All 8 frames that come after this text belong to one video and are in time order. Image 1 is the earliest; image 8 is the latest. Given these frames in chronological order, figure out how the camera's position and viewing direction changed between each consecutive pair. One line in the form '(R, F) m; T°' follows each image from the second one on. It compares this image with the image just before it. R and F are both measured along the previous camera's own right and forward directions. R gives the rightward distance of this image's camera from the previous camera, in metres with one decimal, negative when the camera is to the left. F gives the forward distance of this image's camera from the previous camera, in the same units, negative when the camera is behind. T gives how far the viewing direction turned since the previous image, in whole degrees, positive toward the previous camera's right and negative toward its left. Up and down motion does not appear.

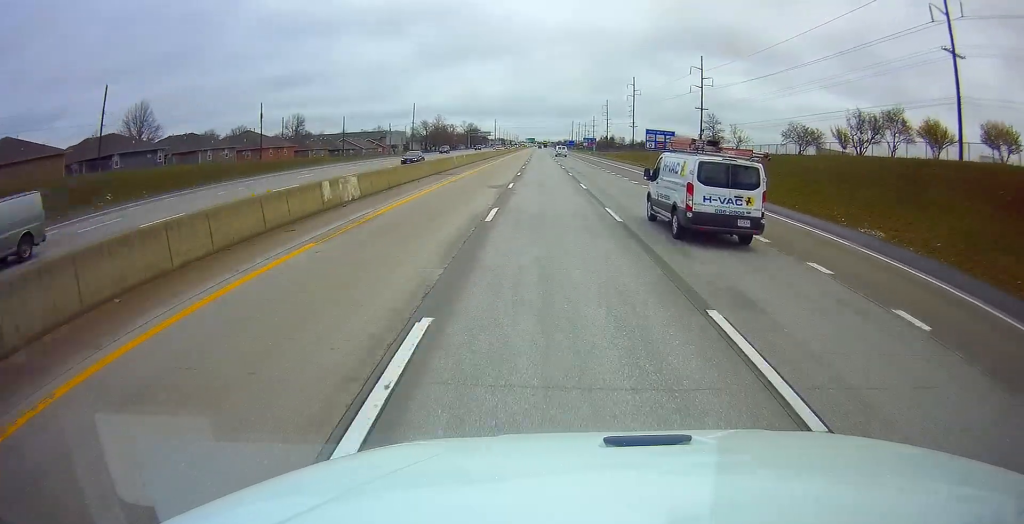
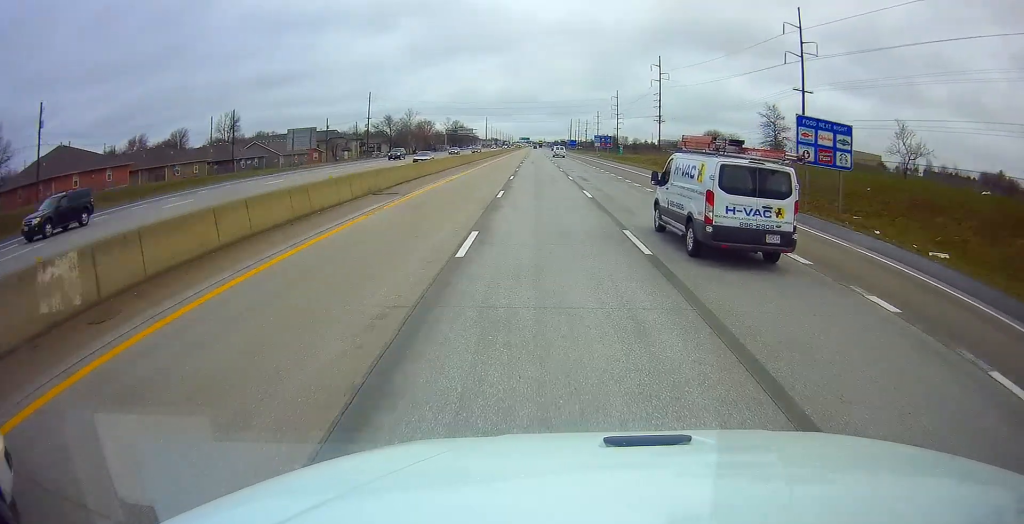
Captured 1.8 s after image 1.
(-0.2, +53.8) m; -1°
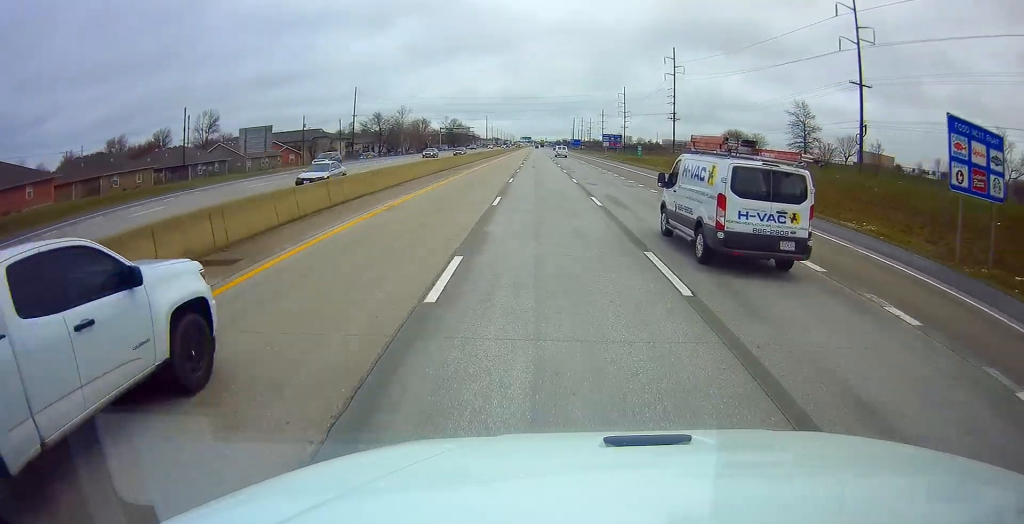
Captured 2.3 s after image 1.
(0.0, +15.3) m; 0°
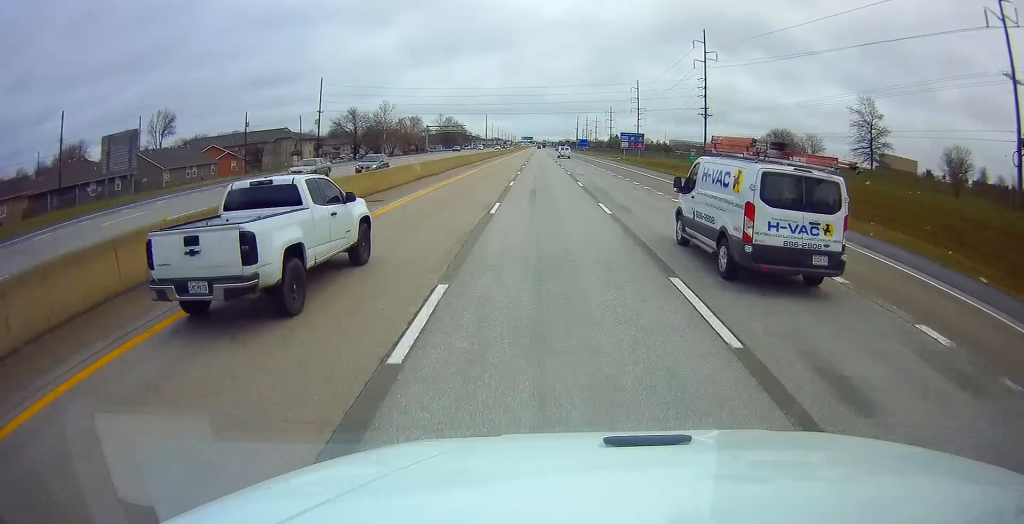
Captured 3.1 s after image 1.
(0.0, +26.5) m; +1°
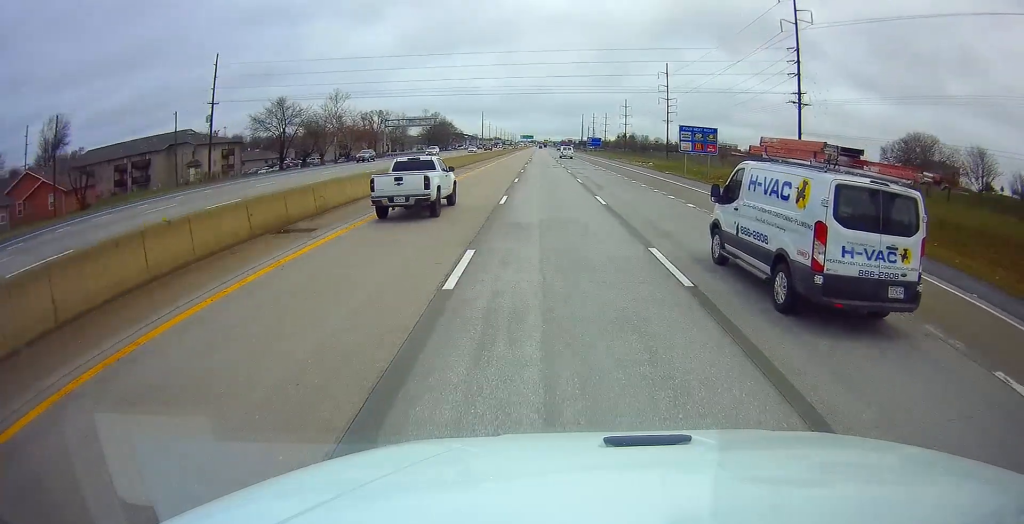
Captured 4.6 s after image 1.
(+0.9, +45.9) m; +1°
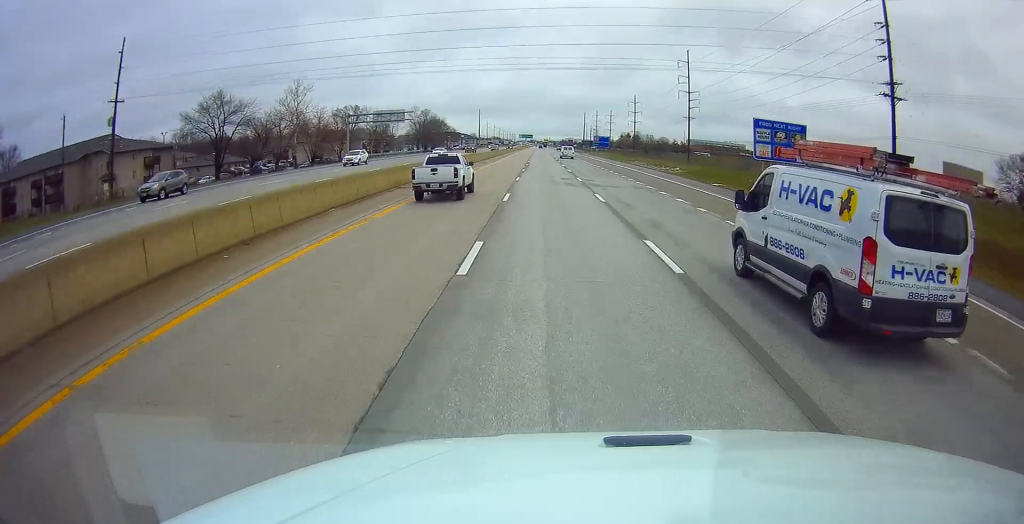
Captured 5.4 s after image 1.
(-0.4, +23.5) m; -1°
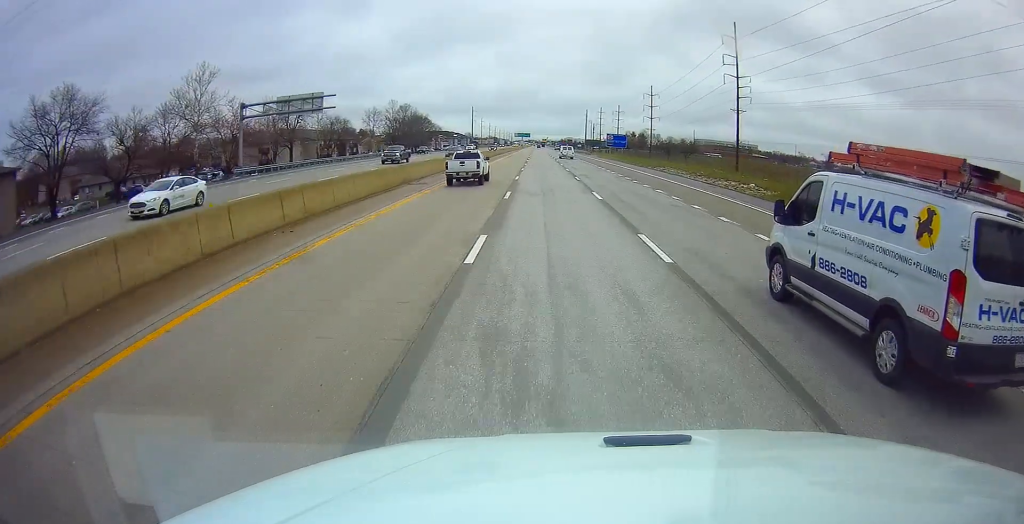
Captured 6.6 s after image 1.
(-0.3, +35.9) m; +1°
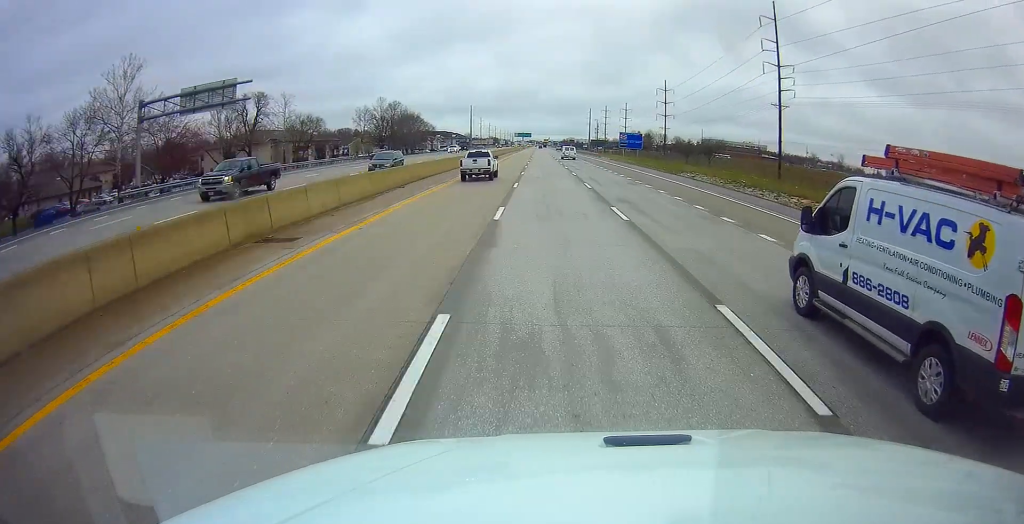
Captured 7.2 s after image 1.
(+0.3, +18.5) m; 0°
